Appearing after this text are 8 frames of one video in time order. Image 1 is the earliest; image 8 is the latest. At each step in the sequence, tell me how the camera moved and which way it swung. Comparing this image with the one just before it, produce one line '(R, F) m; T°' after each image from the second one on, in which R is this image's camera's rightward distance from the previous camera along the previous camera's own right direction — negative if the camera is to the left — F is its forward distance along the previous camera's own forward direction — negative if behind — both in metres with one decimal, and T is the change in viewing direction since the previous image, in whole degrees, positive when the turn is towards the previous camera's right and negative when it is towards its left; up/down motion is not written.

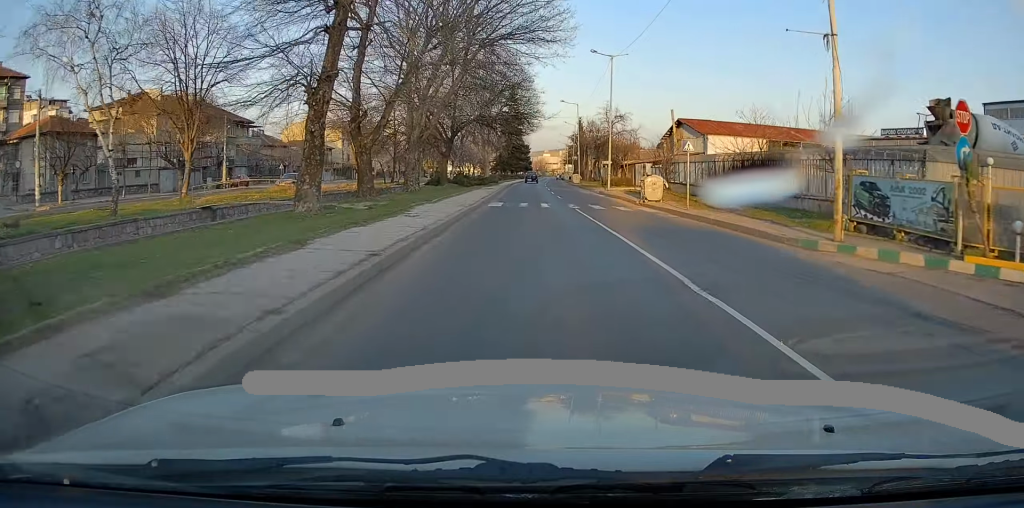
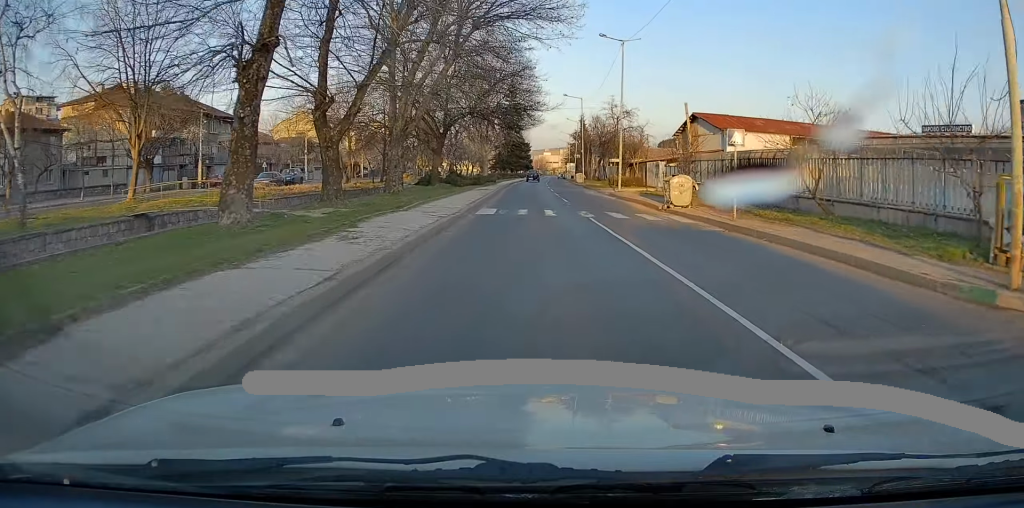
(0.0, +5.6) m; 0°
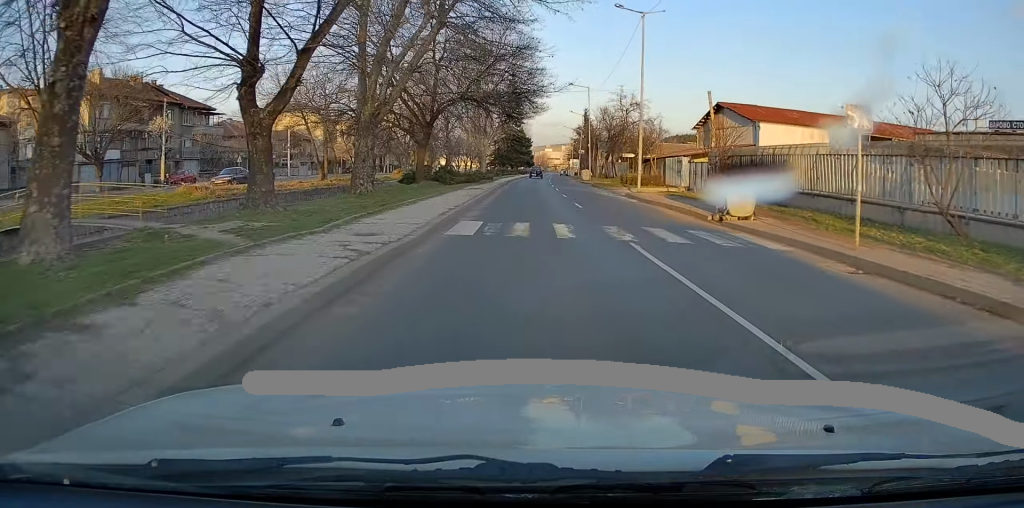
(0.0, +7.4) m; 0°
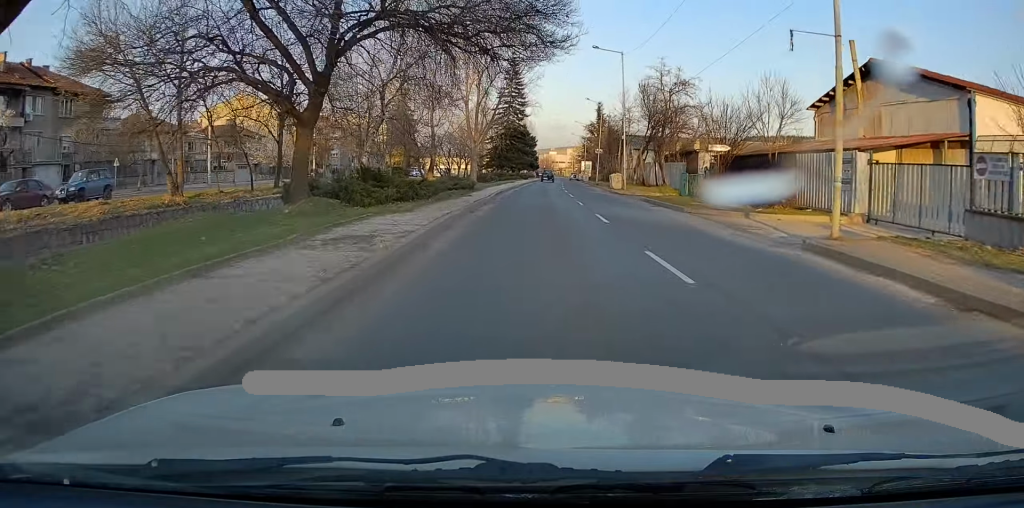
(+0.1, +23.8) m; +1°
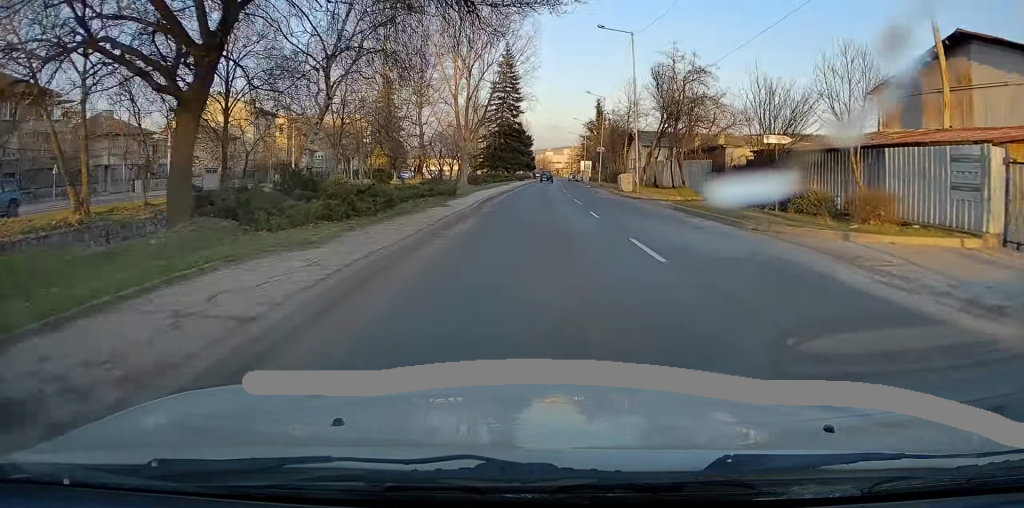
(0.0, +7.3) m; 0°
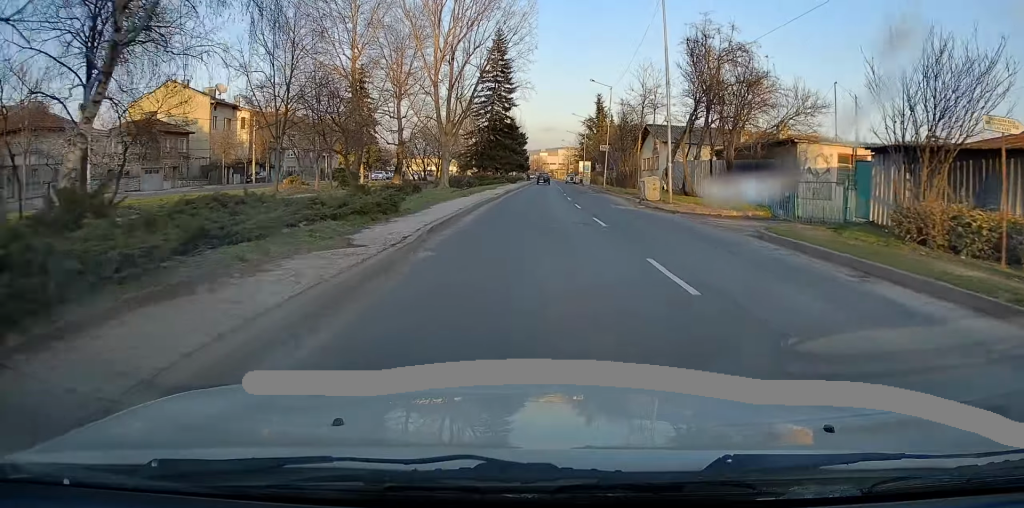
(0.0, +11.4) m; 0°
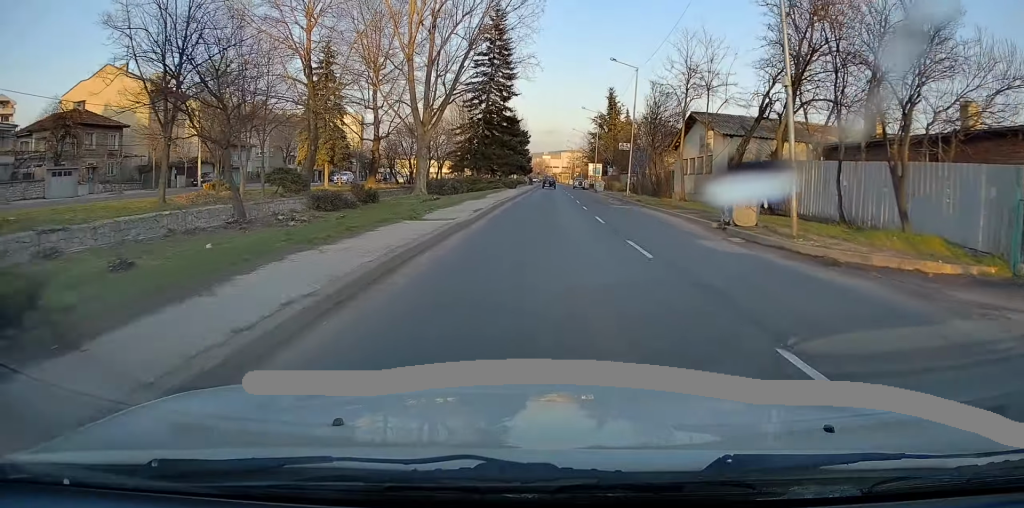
(0.0, +14.2) m; +1°
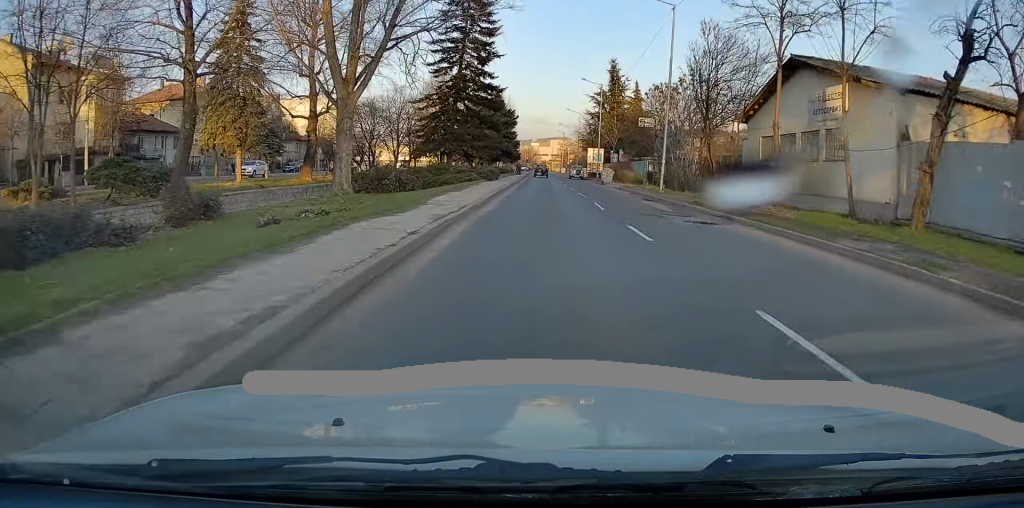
(+0.3, +16.6) m; +1°
